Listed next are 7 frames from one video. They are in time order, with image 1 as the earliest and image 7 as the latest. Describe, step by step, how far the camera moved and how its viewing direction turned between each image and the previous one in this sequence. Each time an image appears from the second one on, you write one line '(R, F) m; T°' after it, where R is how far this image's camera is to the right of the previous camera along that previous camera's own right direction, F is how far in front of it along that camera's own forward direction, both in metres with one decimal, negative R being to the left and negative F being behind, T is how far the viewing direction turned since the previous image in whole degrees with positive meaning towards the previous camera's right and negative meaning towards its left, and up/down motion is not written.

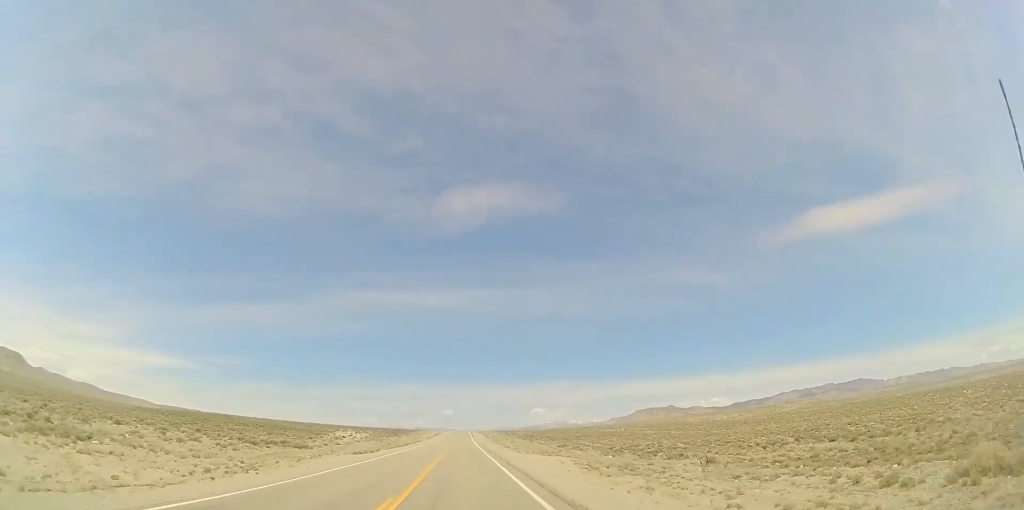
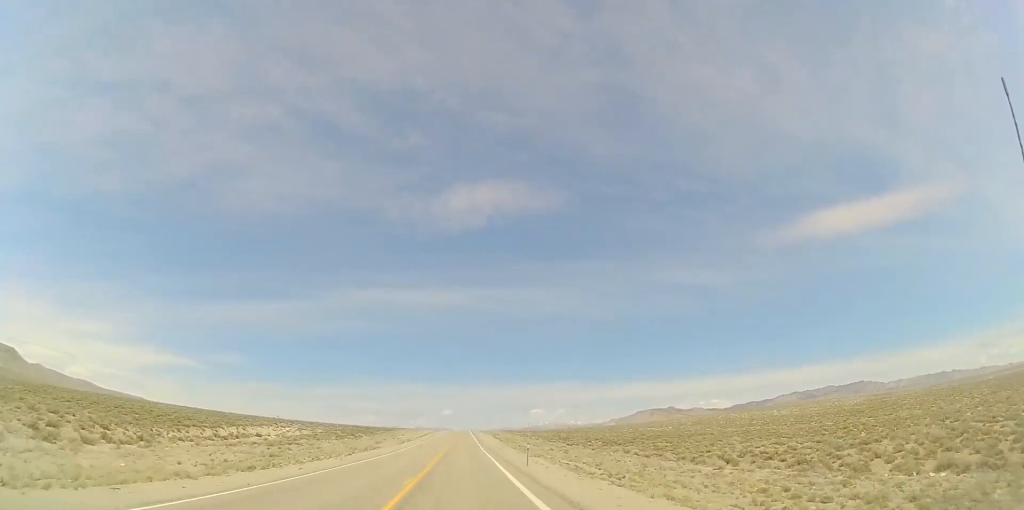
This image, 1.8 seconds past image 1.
(+0.4, +54.3) m; +1°
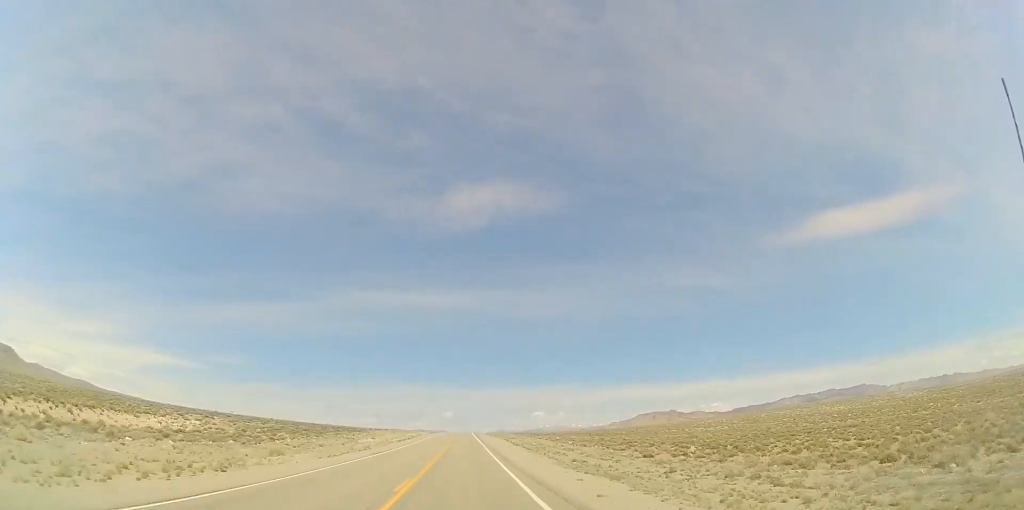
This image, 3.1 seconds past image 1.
(+0.1, +38.3) m; 0°
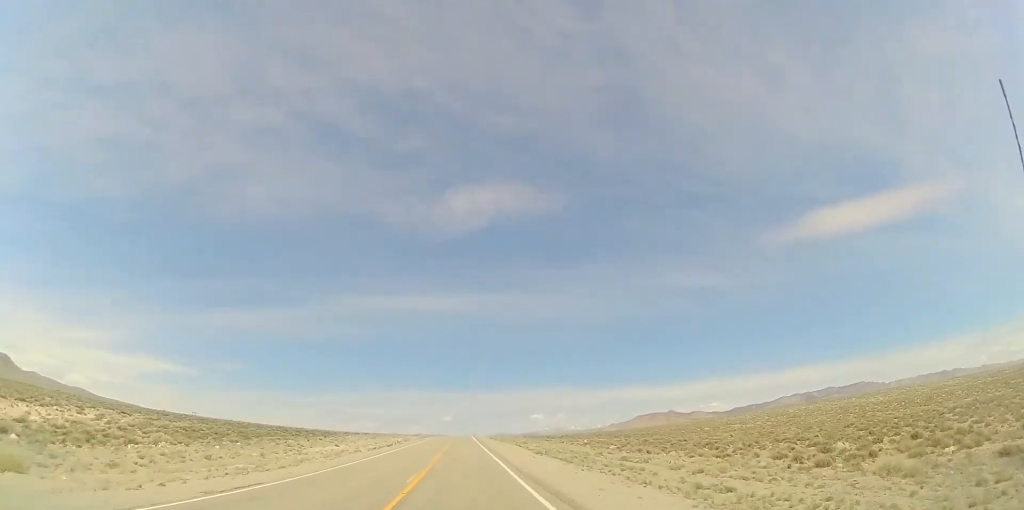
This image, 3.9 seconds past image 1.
(-0.1, +21.6) m; 0°
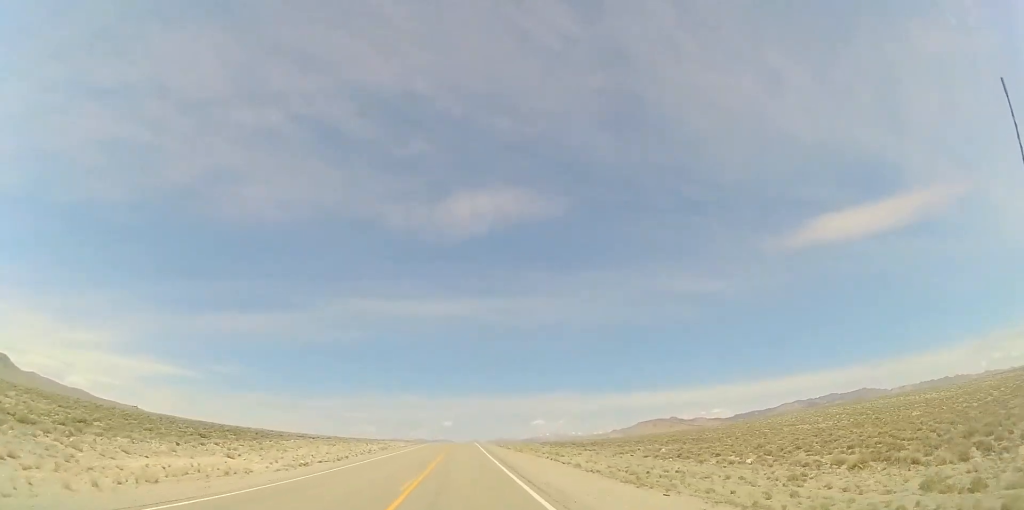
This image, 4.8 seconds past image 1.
(+0.3, +26.4) m; 0°
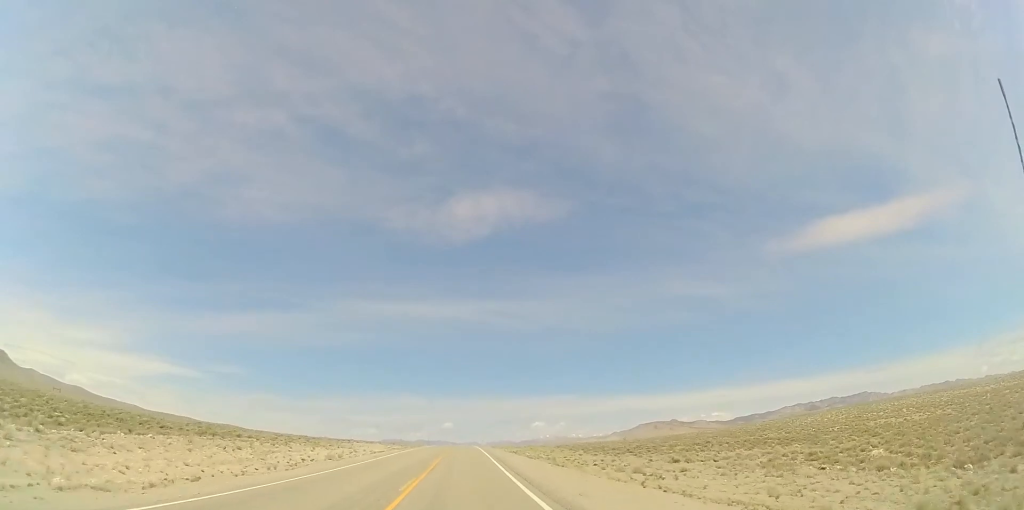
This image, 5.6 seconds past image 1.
(-0.2, +24.3) m; -1°
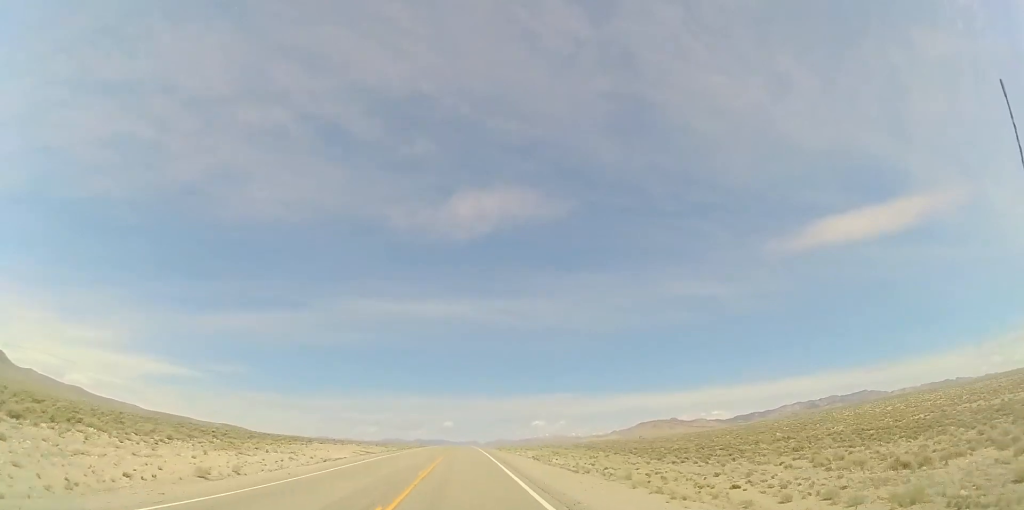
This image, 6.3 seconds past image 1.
(-0.2, +19.4) m; 0°
